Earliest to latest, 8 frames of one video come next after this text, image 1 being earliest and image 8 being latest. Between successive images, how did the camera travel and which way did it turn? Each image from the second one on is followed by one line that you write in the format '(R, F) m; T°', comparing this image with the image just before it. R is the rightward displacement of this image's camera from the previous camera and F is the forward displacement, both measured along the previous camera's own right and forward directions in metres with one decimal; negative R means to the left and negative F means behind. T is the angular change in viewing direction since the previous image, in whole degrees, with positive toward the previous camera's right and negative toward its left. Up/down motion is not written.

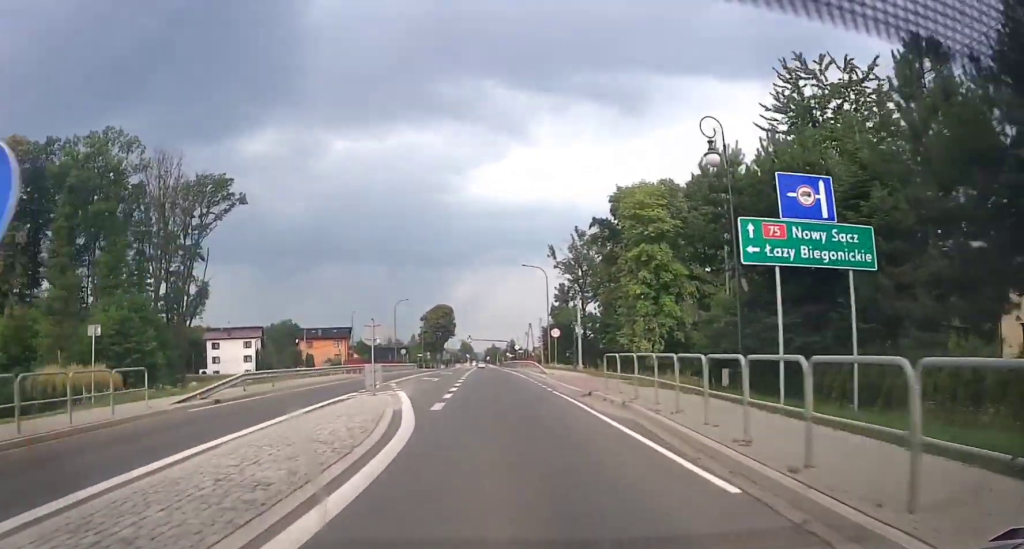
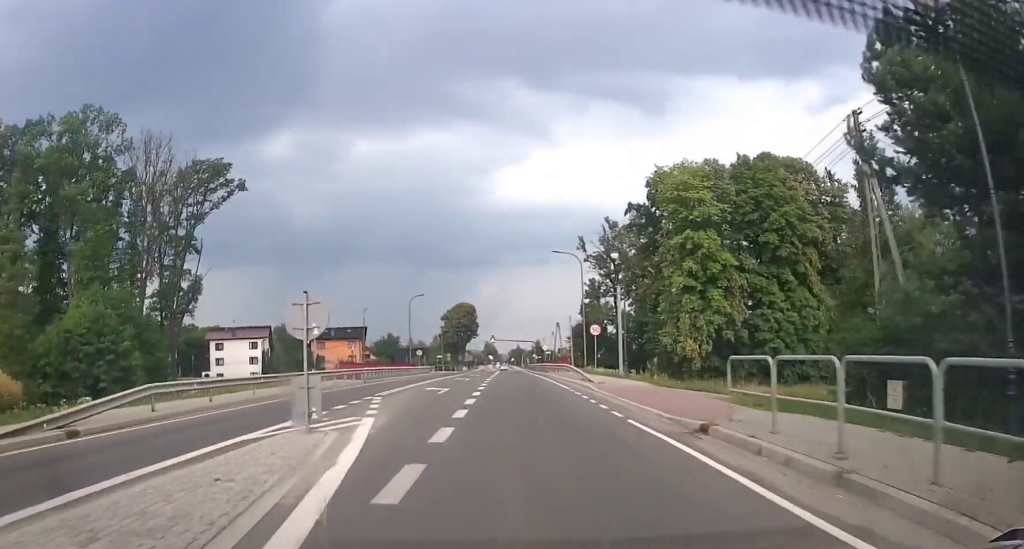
(-0.1, +11.3) m; -1°
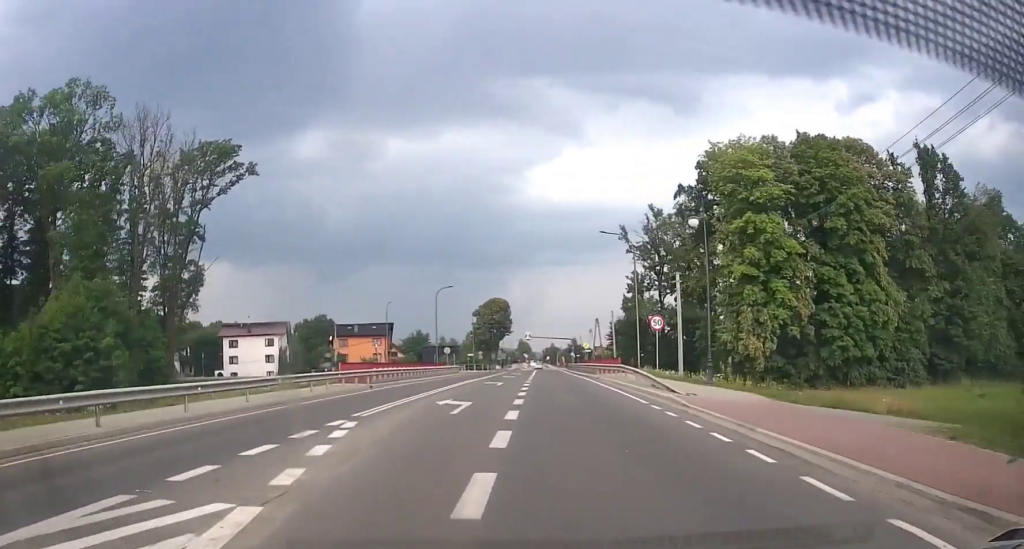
(-0.1, +9.9) m; -1°
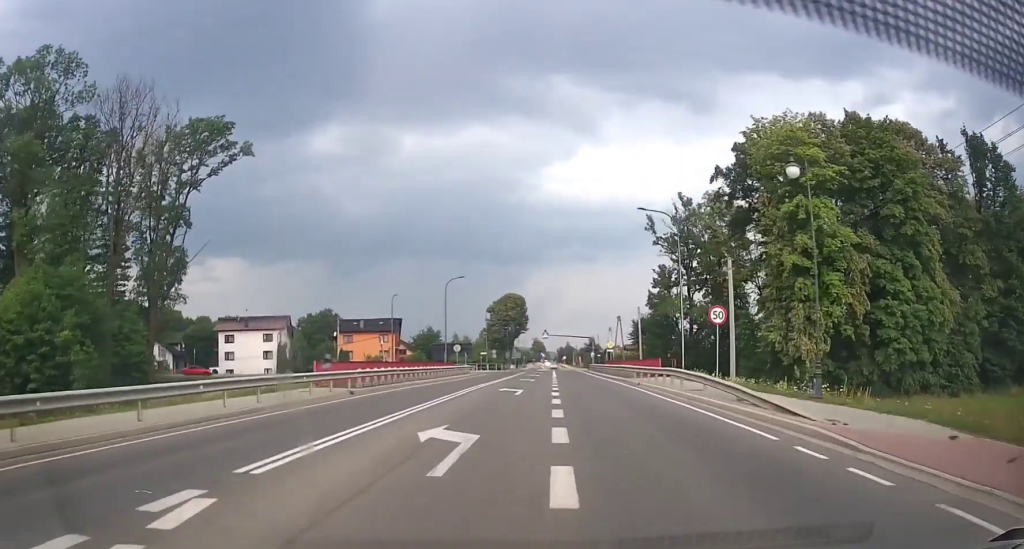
(-0.1, +9.3) m; -1°
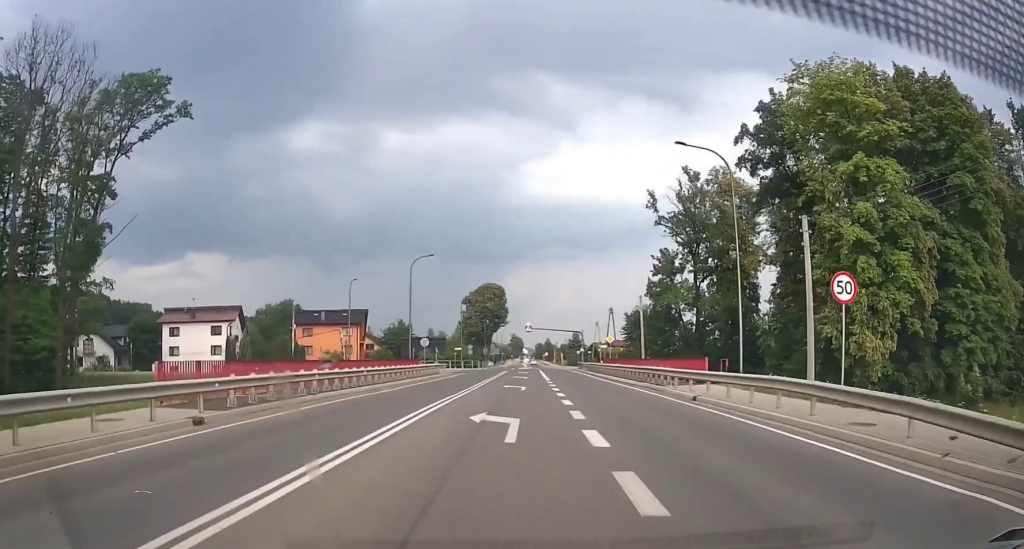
(-0.1, +12.3) m; +1°
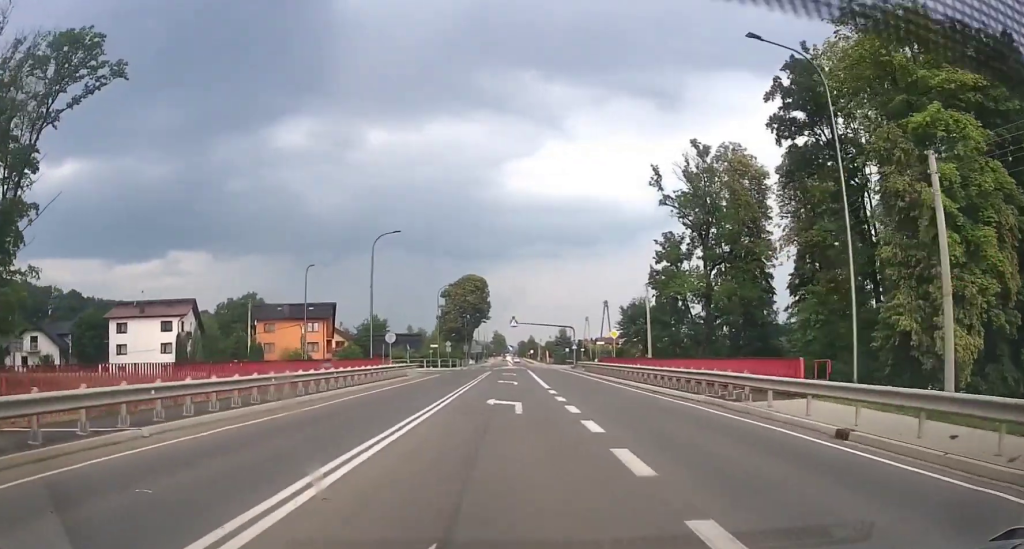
(+0.4, +9.6) m; +1°
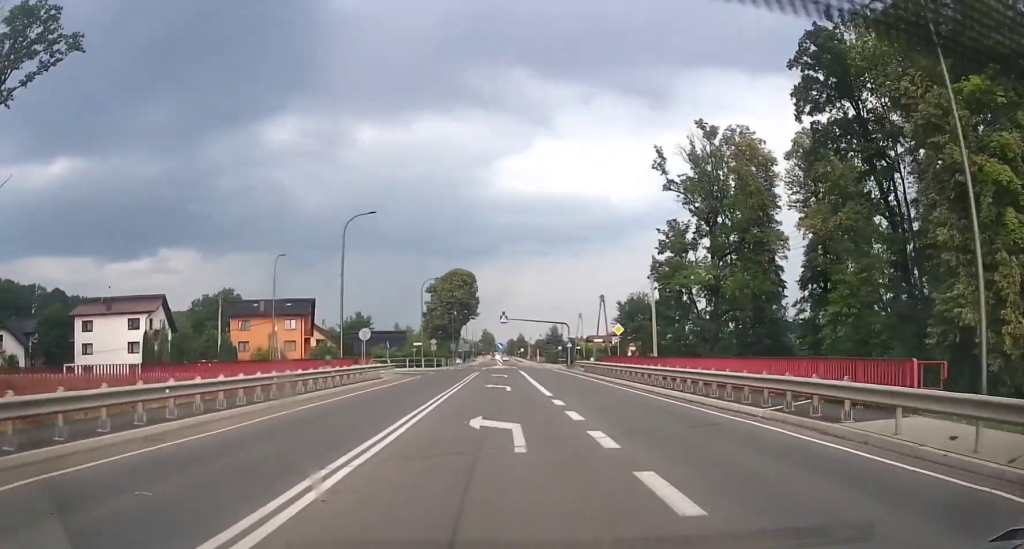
(0.0, +4.5) m; 0°
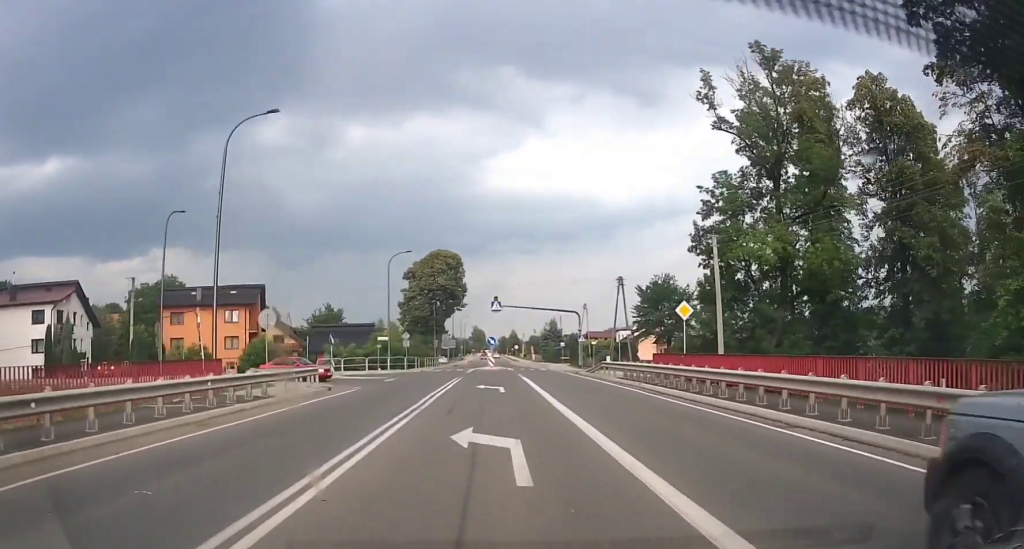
(-0.1, +12.6) m; +1°
